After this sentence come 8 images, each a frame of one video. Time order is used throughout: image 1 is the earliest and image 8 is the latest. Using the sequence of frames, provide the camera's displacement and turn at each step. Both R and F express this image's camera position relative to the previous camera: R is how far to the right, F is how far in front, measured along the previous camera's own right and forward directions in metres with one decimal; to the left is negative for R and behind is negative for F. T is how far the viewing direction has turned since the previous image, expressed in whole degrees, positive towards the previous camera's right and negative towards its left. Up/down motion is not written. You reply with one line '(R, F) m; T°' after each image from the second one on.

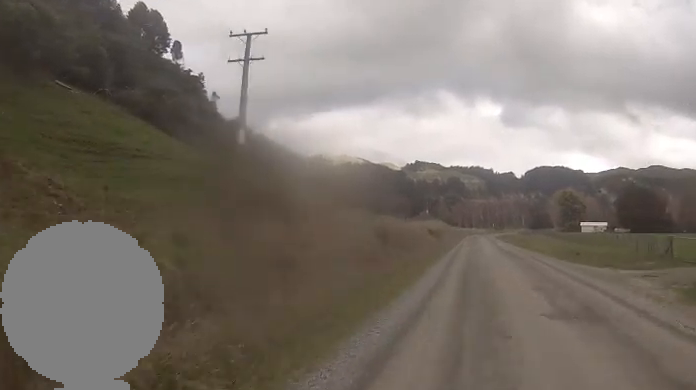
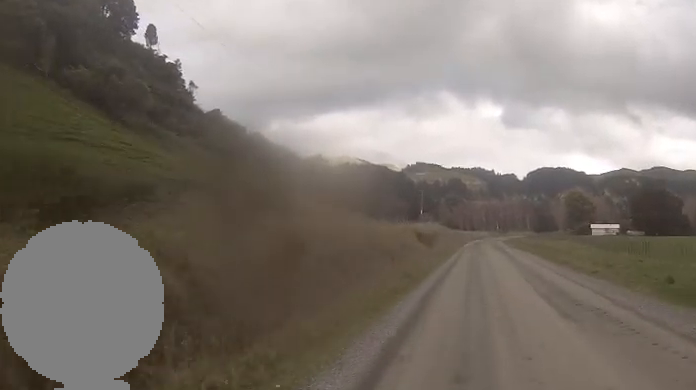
(+0.3, +15.4) m; +2°
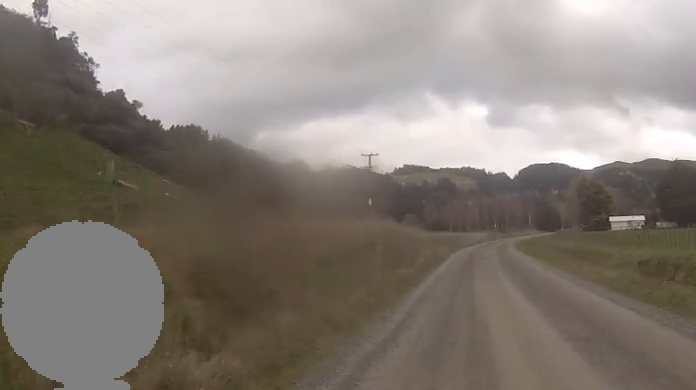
(+2.2, +40.4) m; +5°
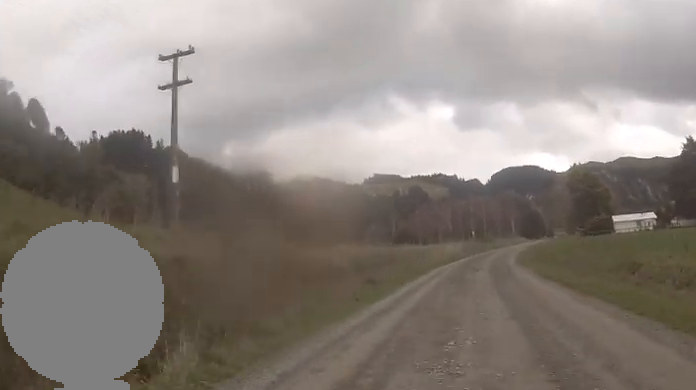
(+0.2, +32.4) m; 0°
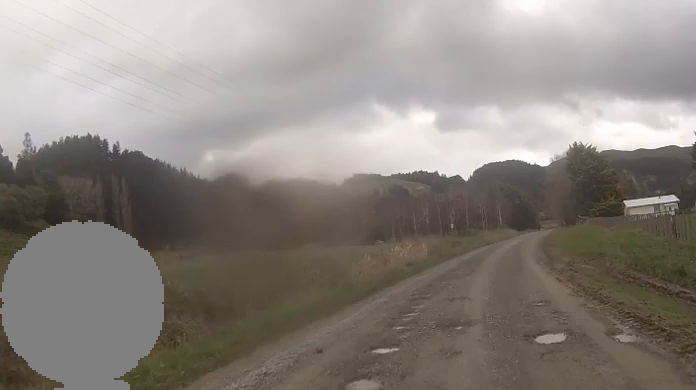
(0.0, +26.4) m; 0°
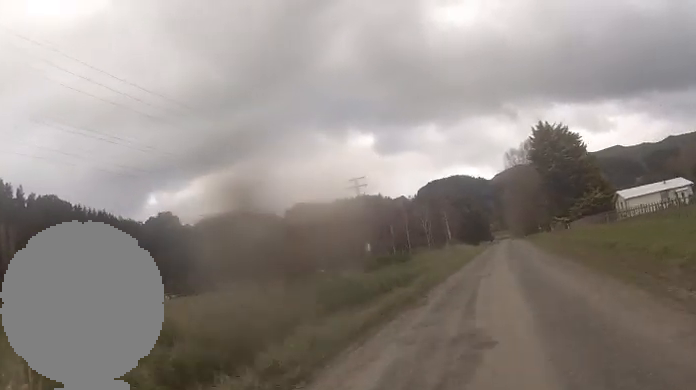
(0.0, +32.5) m; -1°
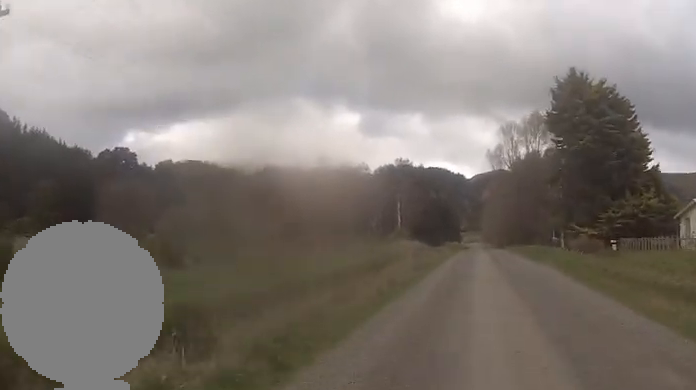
(-1.4, +36.5) m; +1°
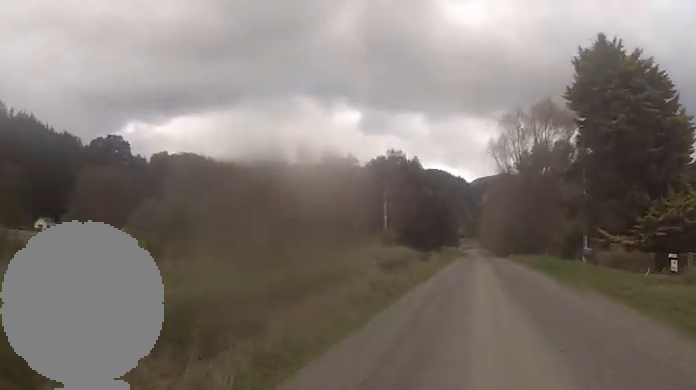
(+0.6, +11.0) m; +2°
